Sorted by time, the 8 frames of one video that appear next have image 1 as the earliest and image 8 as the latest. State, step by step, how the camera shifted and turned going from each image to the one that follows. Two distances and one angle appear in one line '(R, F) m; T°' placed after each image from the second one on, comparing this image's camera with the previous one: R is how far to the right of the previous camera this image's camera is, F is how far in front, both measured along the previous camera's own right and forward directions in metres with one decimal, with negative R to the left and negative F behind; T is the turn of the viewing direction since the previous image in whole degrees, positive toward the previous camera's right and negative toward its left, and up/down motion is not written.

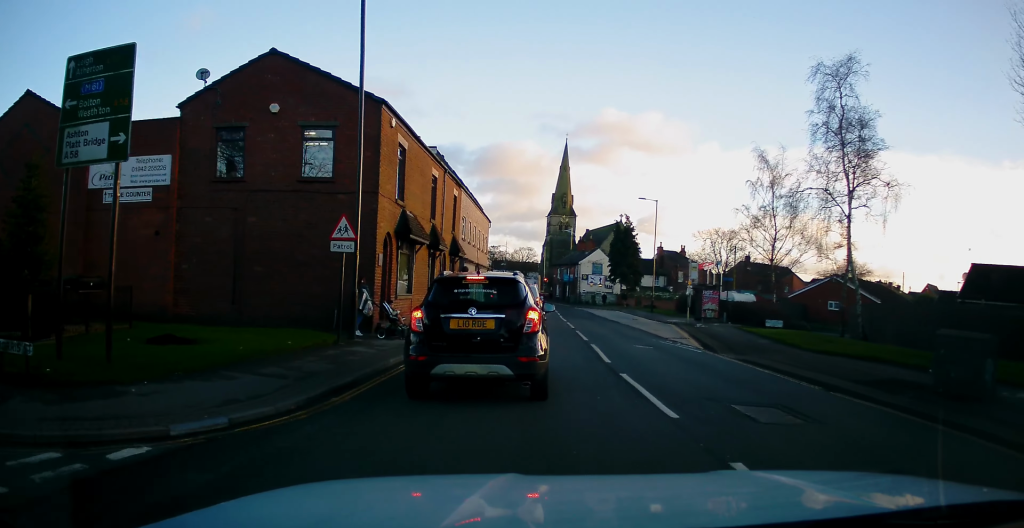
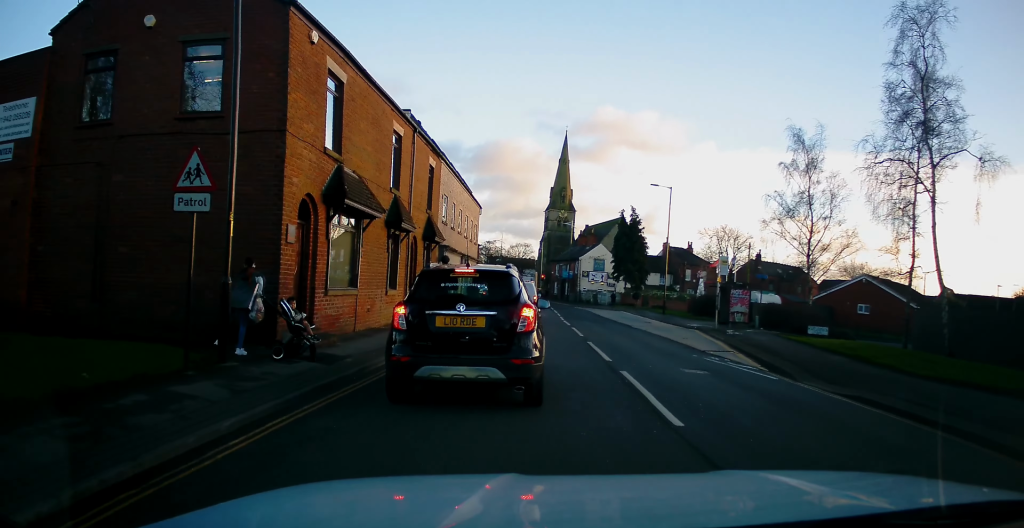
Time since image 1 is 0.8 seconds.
(-0.2, +6.0) m; -2°
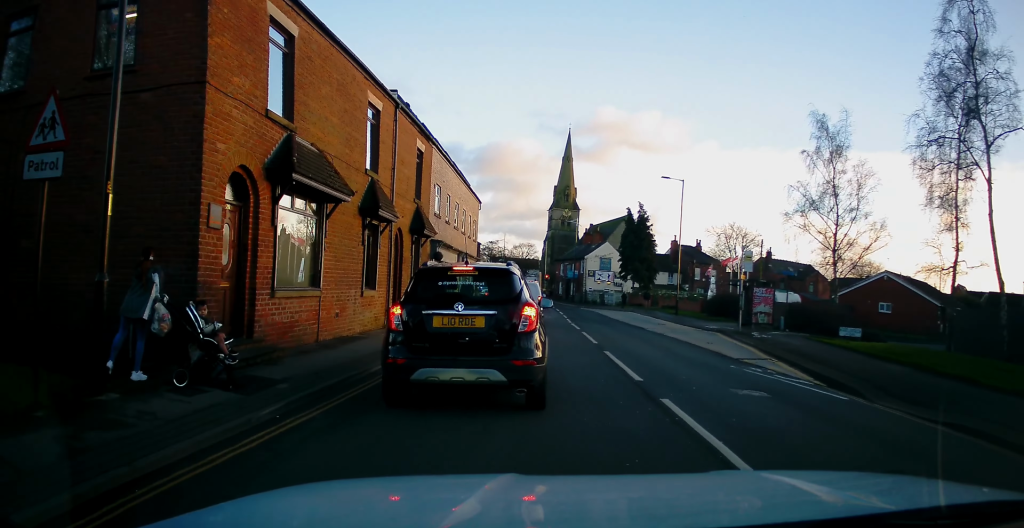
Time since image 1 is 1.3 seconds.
(0.0, +2.9) m; 0°
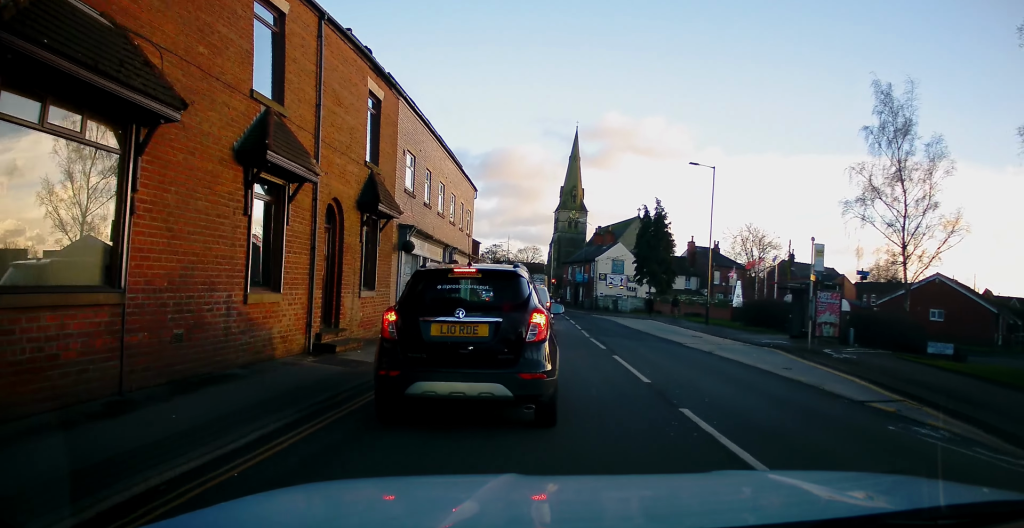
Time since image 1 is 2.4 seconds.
(0.0, +6.6) m; 0°
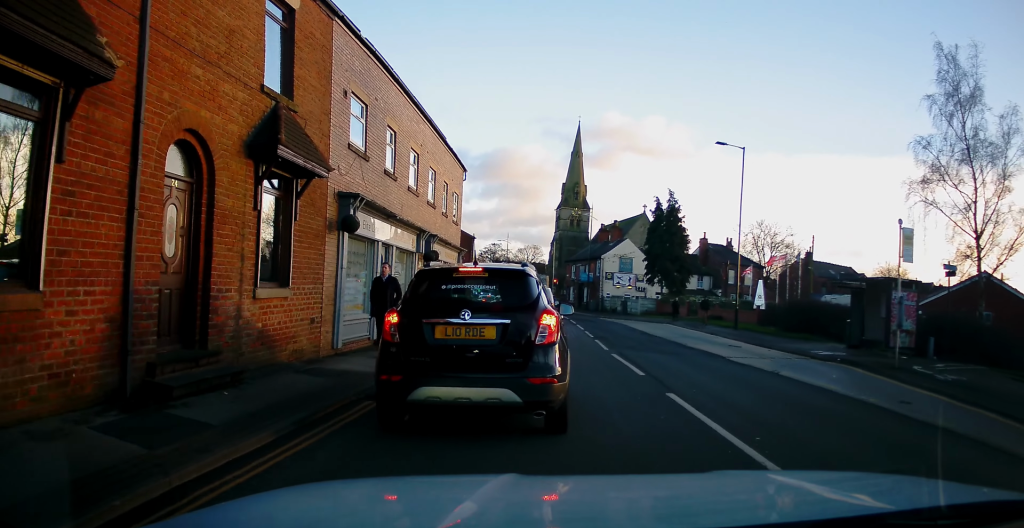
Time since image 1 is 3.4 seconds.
(0.0, +5.5) m; 0°
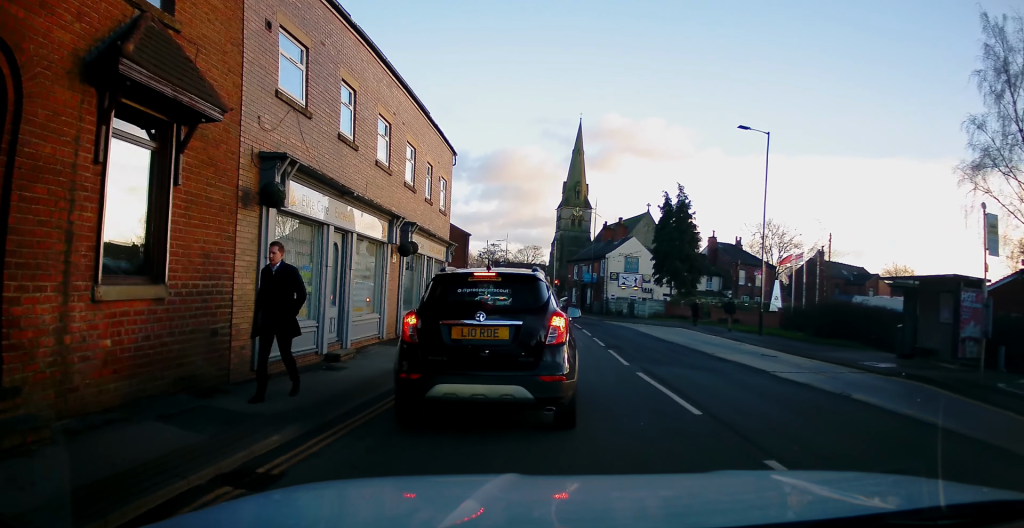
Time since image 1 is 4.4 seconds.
(0.0, +3.9) m; +2°
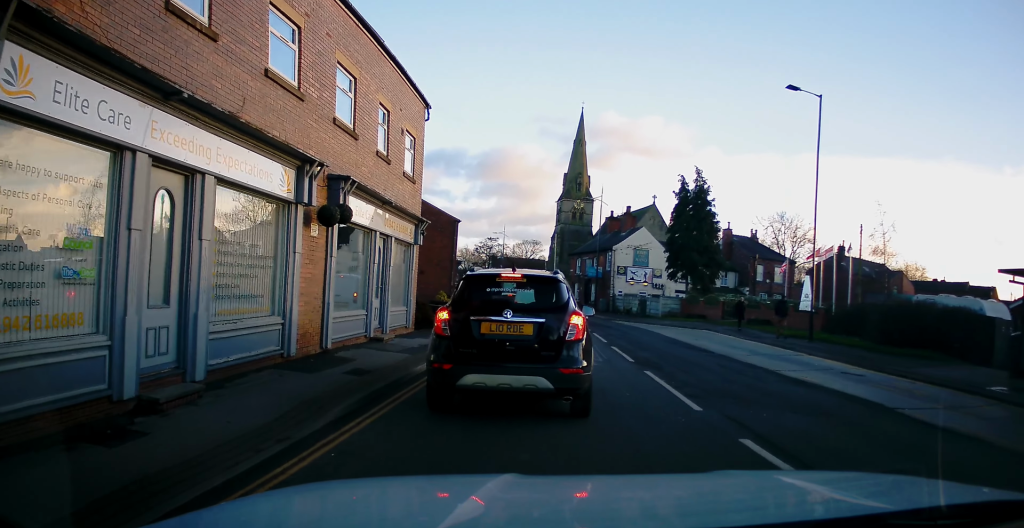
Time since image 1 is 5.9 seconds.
(+0.3, +5.9) m; +2°
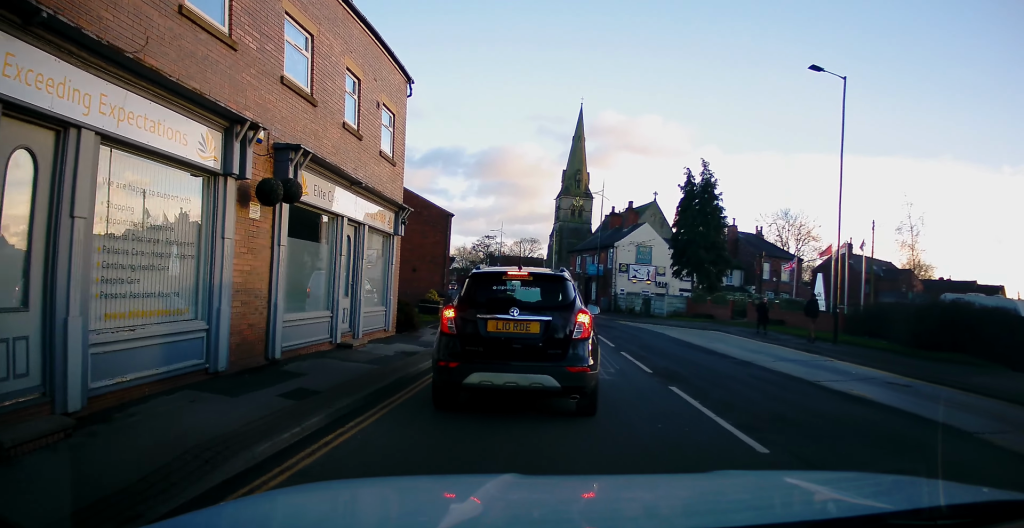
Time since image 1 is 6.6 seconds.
(-0.2, +2.1) m; -3°
